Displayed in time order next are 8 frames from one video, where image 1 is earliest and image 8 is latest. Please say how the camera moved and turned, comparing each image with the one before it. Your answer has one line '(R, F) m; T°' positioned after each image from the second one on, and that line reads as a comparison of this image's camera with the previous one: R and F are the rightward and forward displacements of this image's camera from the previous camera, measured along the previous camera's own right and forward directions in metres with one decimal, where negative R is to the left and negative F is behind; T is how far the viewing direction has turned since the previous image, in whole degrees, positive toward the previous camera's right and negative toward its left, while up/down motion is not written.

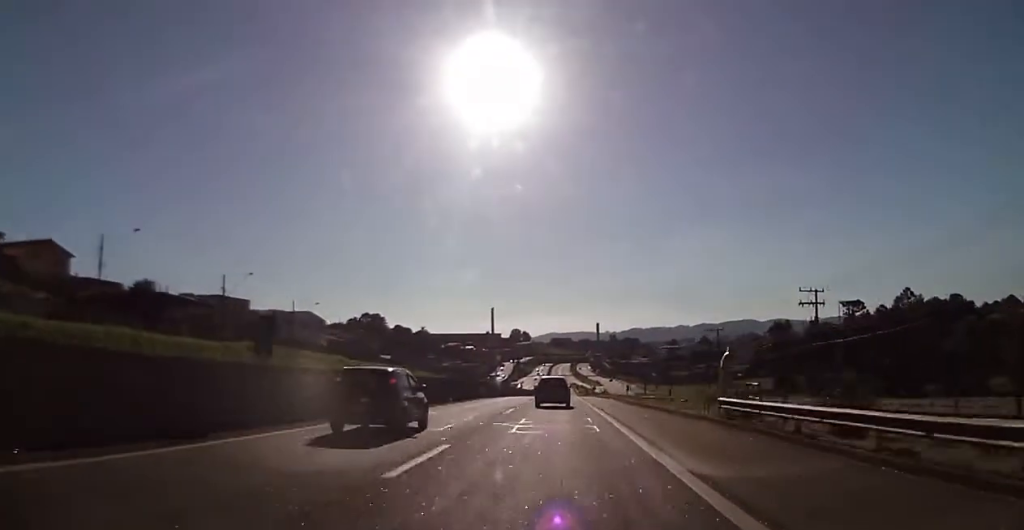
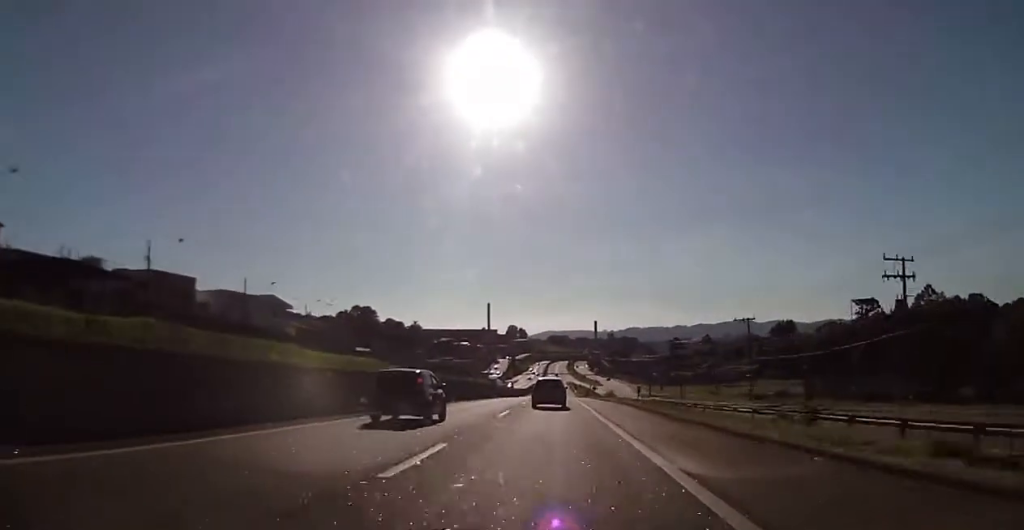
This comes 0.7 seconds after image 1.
(+0.1, +16.4) m; +1°
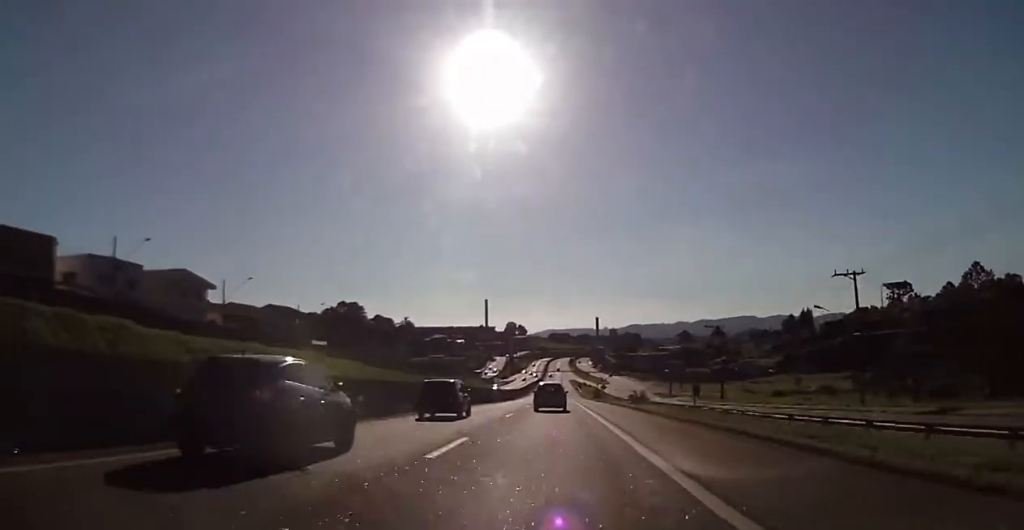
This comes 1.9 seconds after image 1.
(+0.4, +29.4) m; +1°
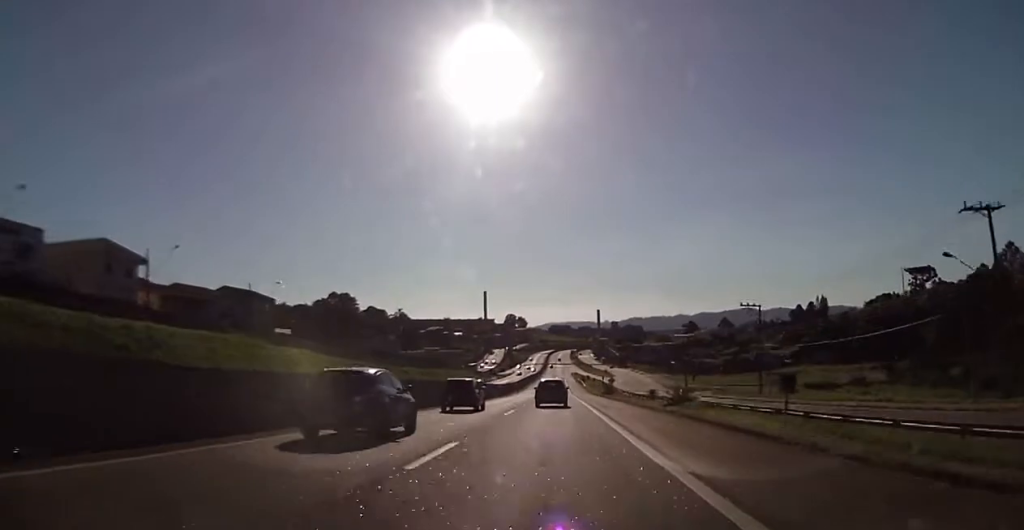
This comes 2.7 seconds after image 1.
(+0.2, +17.6) m; 0°
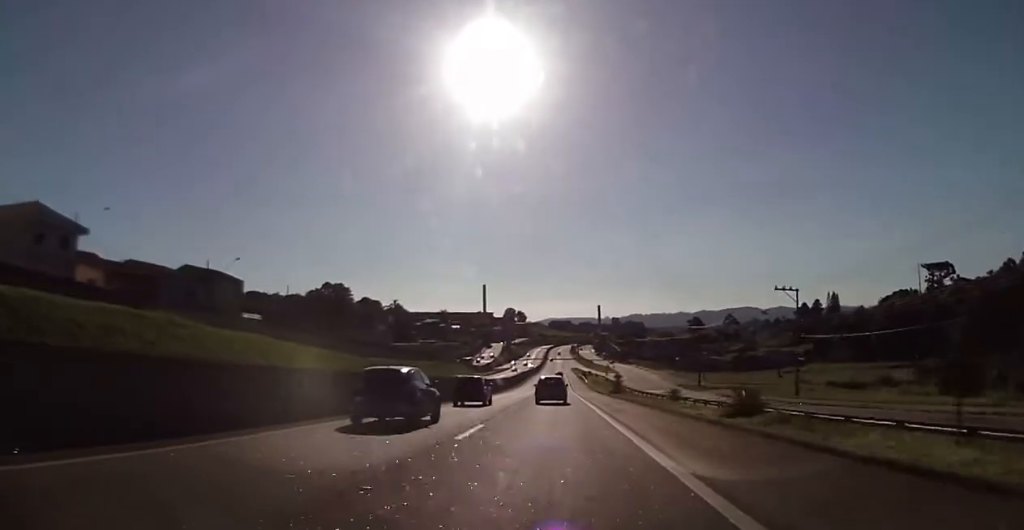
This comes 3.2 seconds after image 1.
(-0.2, +12.0) m; 0°
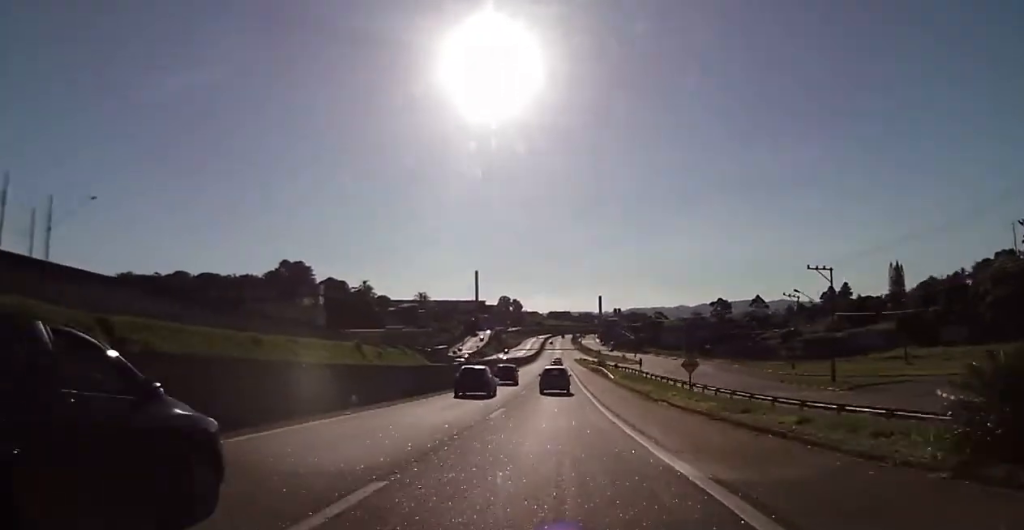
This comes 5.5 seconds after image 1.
(+0.1, +58.1) m; 0°
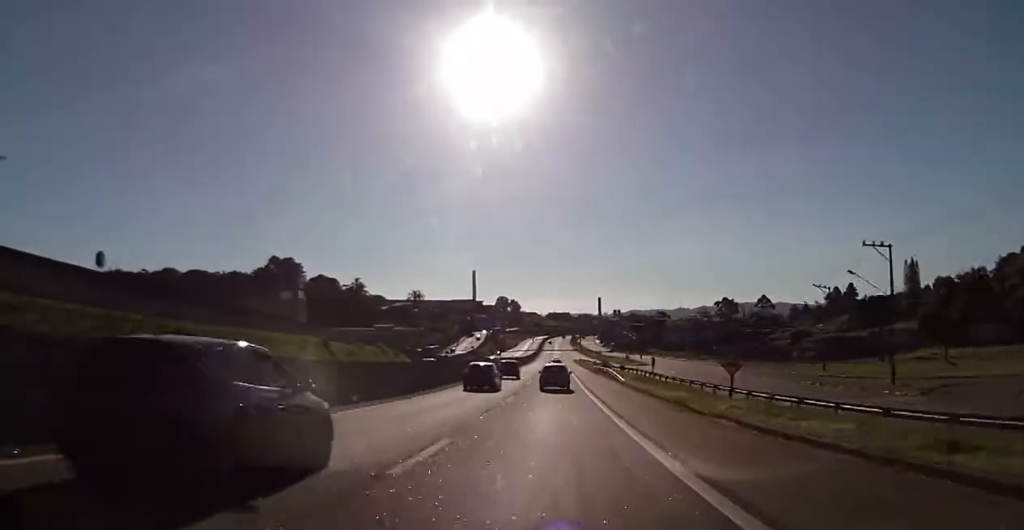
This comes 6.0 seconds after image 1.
(0.0, +11.7) m; 0°
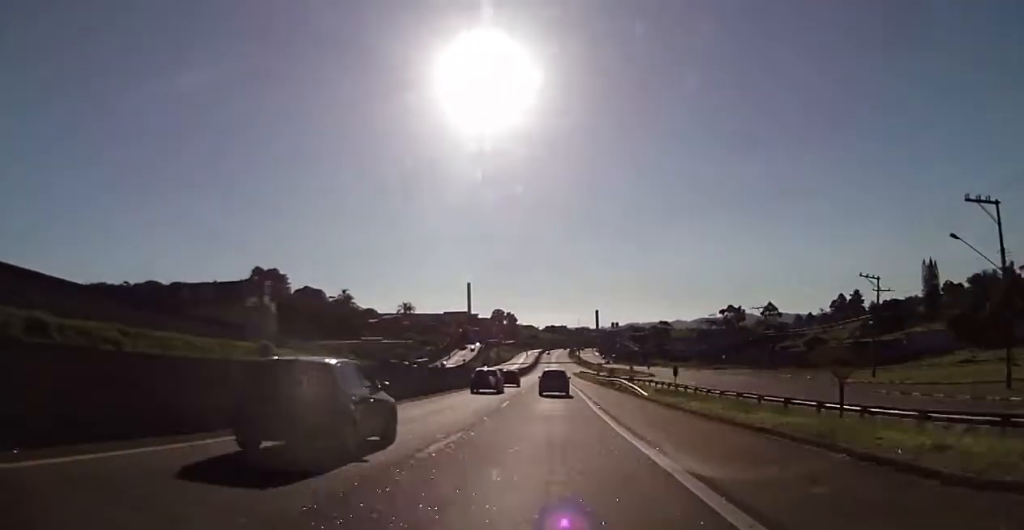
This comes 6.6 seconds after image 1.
(+0.1, +14.2) m; 0°
